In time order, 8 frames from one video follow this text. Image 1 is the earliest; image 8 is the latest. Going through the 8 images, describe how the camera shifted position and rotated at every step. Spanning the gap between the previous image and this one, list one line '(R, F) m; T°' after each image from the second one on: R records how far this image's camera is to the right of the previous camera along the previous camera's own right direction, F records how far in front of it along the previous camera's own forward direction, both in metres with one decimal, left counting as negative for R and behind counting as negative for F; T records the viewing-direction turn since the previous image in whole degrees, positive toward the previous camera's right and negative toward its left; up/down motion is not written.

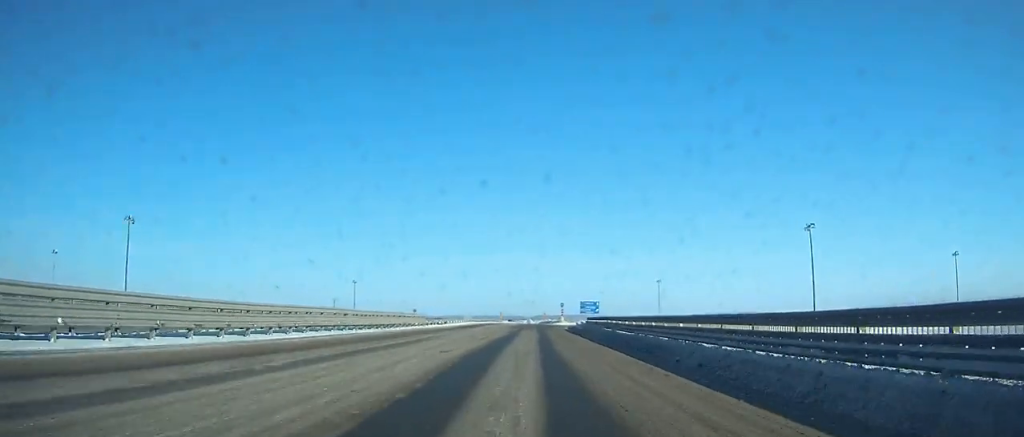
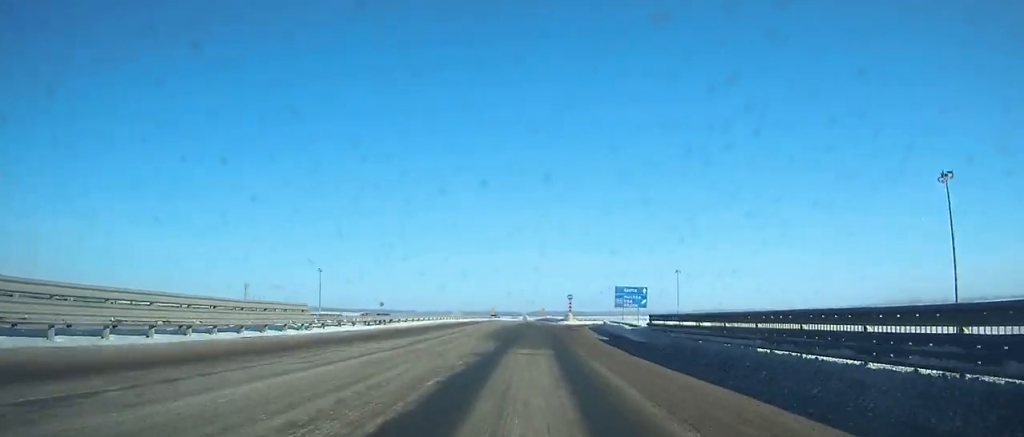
(+0.3, +29.1) m; 0°
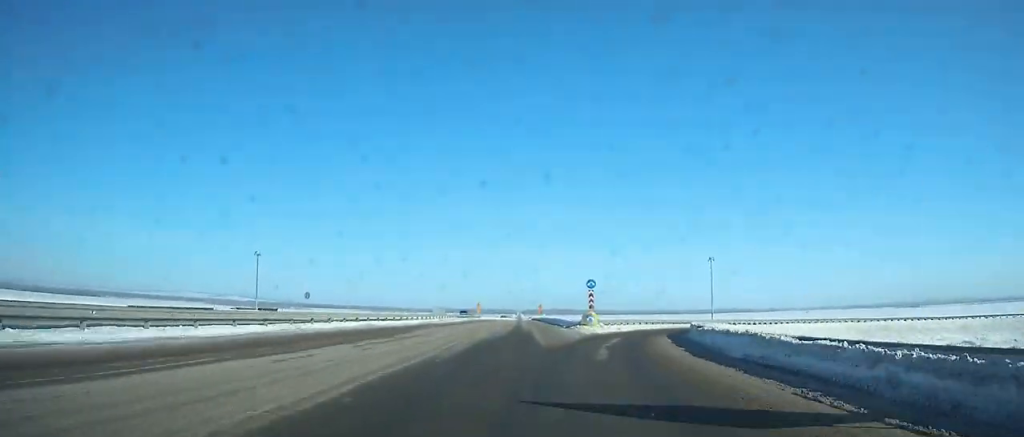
(0.0, +36.8) m; 0°
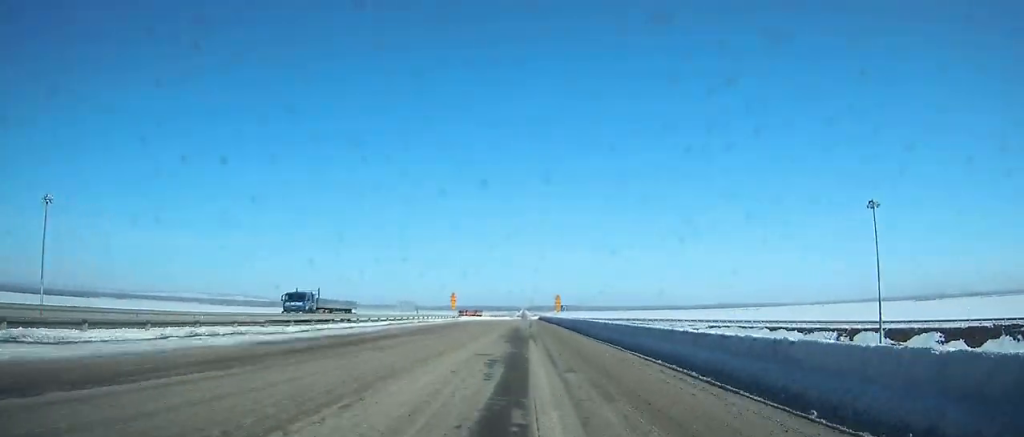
(-0.2, +67.1) m; 0°
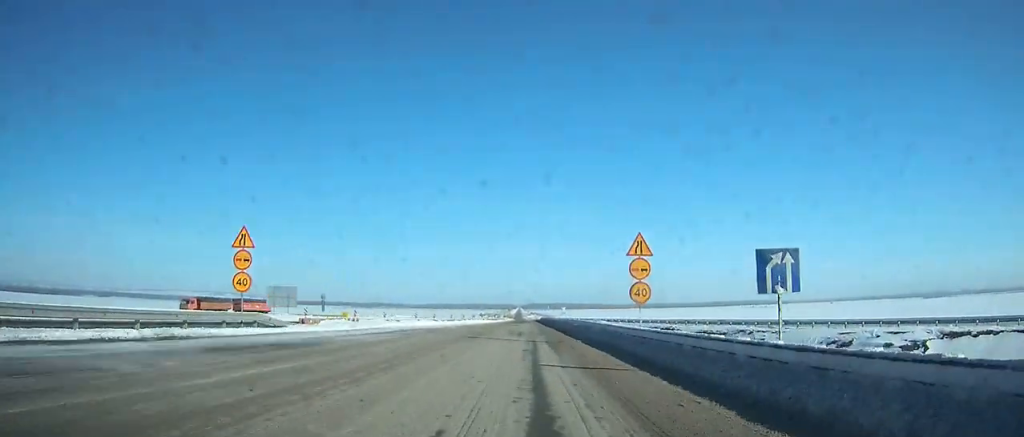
(+0.2, +71.1) m; 0°
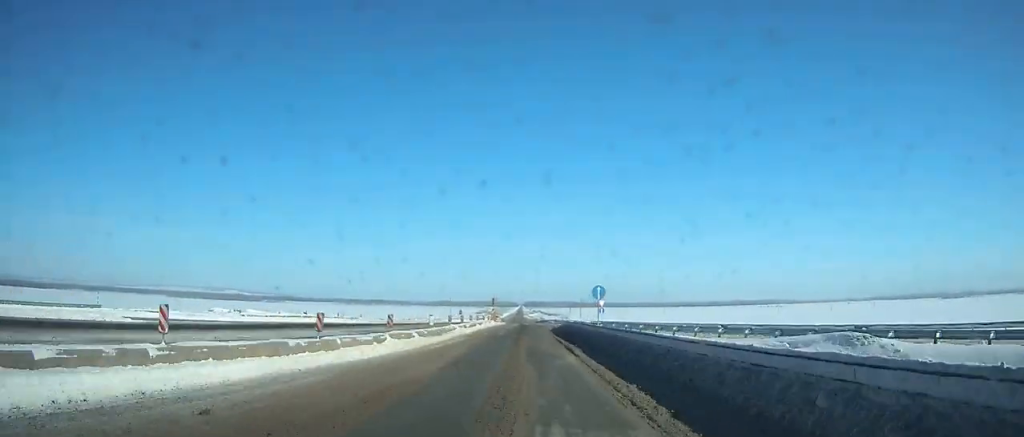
(-0.2, +75.0) m; -1°
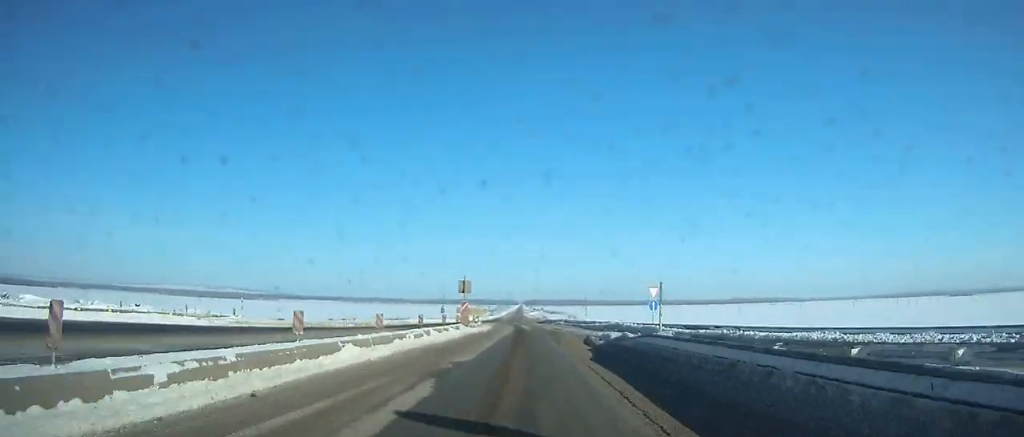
(-0.2, +33.3) m; 0°
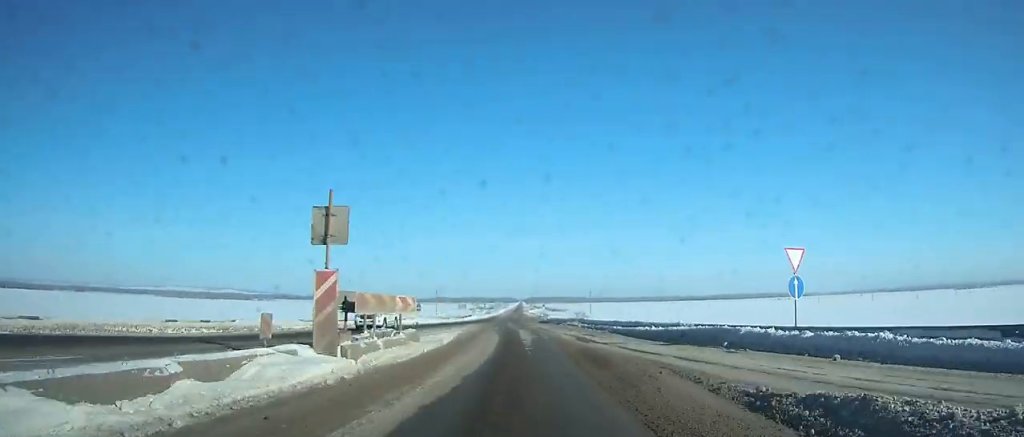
(0.0, +26.3) m; 0°
